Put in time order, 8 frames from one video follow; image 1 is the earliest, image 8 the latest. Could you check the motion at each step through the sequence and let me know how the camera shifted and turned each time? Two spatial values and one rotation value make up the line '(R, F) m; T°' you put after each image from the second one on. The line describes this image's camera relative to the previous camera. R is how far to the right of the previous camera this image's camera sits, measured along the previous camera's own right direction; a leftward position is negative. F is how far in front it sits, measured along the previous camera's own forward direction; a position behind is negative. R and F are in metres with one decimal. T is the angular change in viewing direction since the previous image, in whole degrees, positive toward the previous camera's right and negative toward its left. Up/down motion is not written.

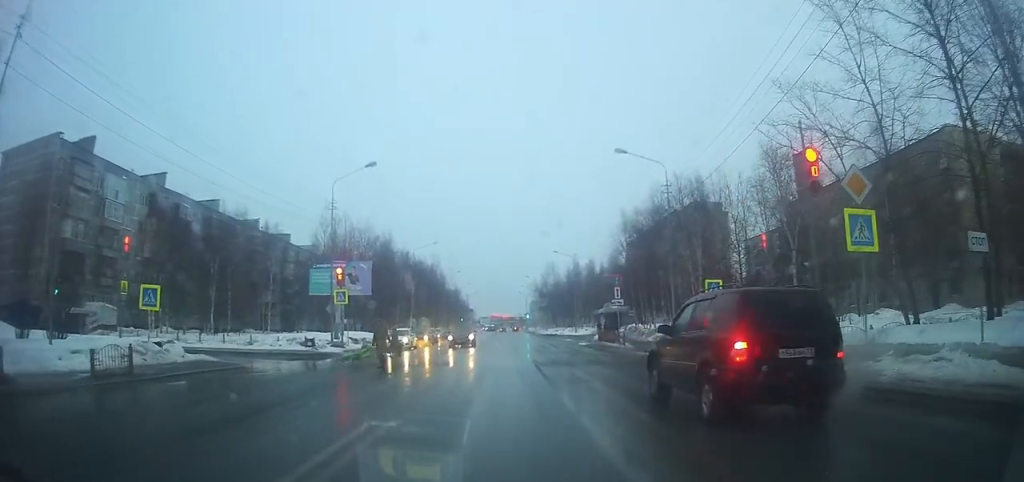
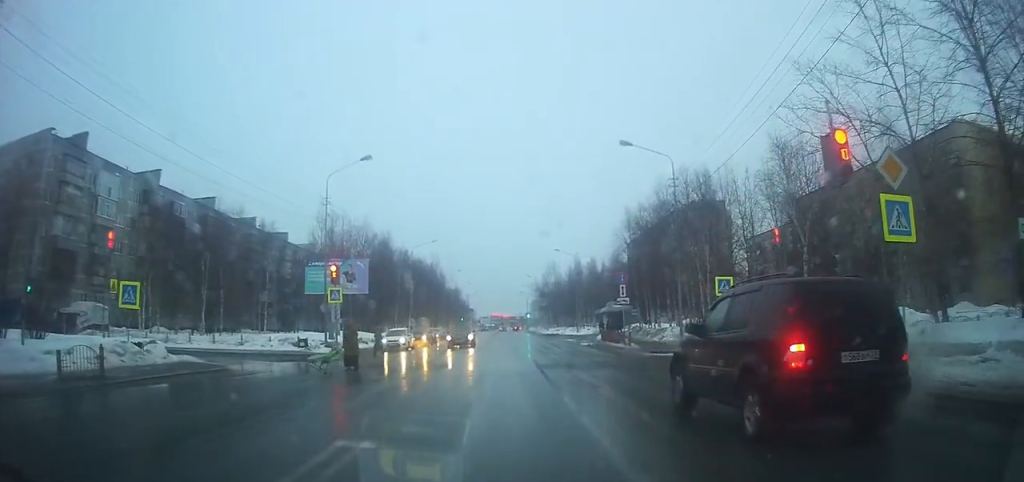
(0.0, +1.8) m; 0°
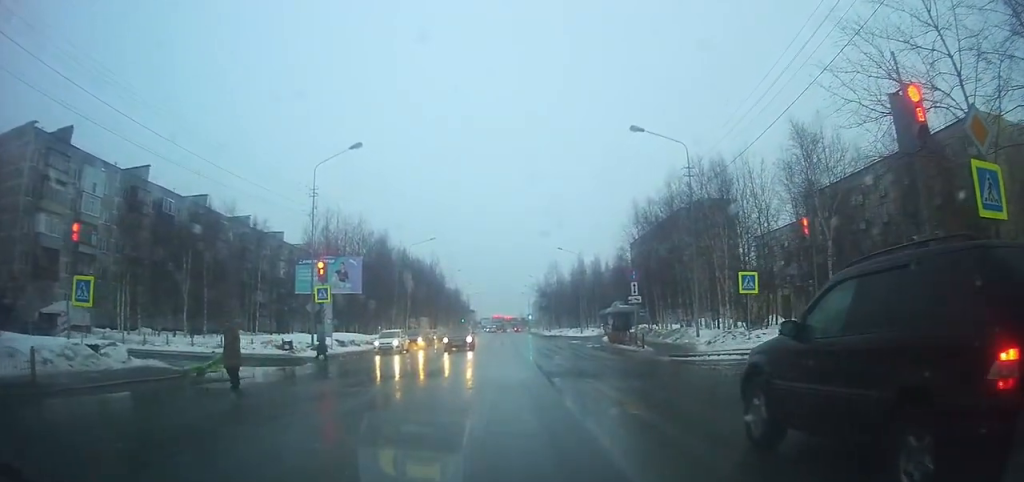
(0.0, +4.0) m; 0°
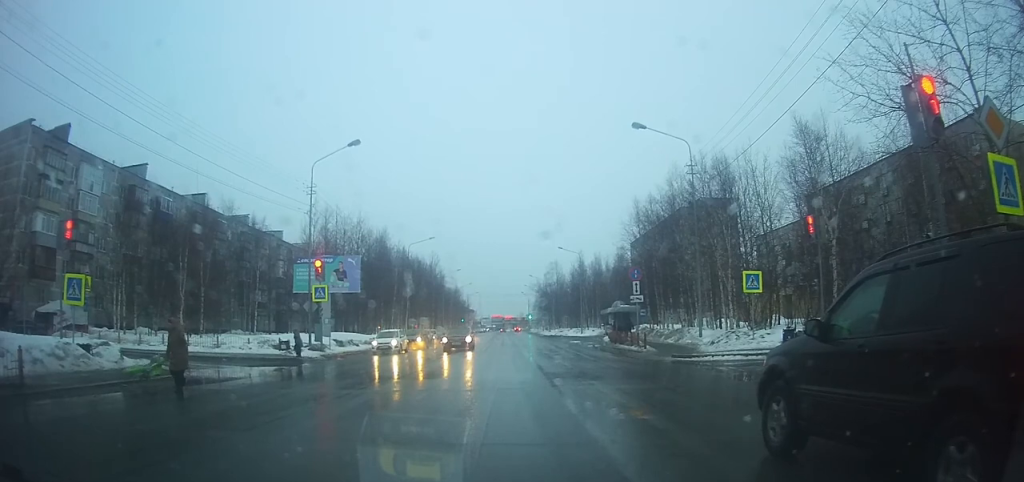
(0.0, +0.8) m; 0°
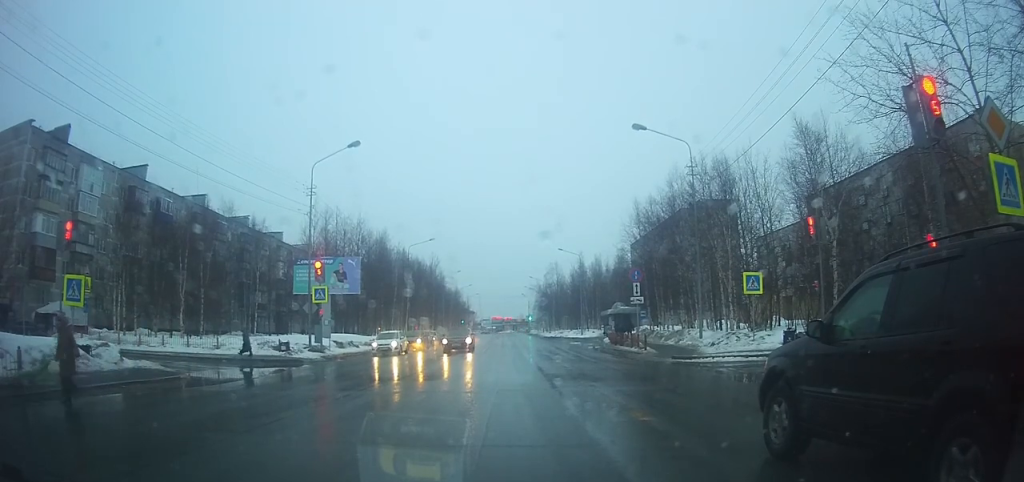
(0.0, +0.4) m; 0°
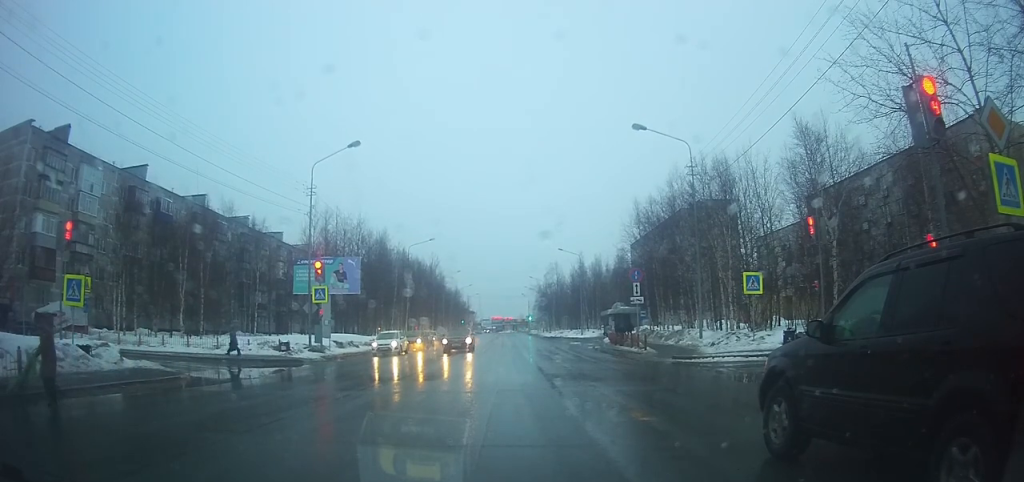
(0.0, 0.0) m; 0°
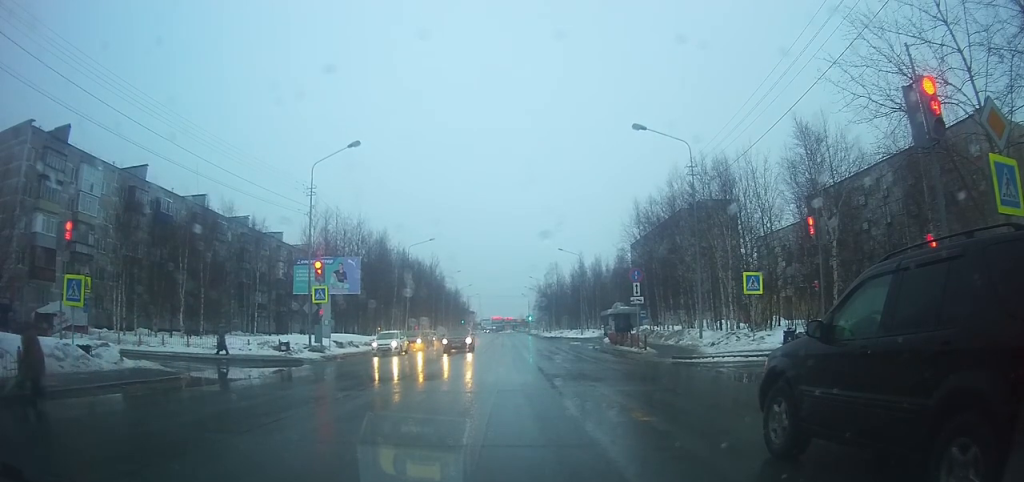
(0.0, 0.0) m; 0°
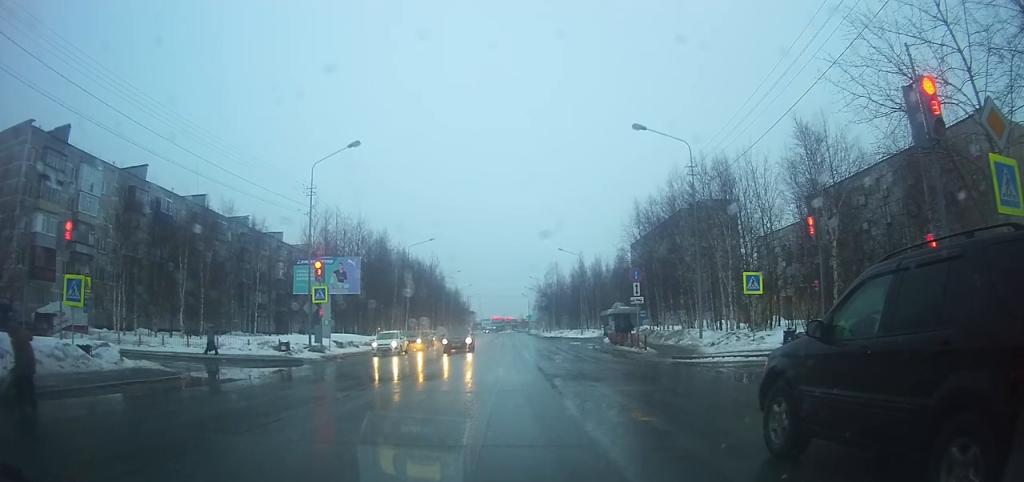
(0.0, 0.0) m; 0°
